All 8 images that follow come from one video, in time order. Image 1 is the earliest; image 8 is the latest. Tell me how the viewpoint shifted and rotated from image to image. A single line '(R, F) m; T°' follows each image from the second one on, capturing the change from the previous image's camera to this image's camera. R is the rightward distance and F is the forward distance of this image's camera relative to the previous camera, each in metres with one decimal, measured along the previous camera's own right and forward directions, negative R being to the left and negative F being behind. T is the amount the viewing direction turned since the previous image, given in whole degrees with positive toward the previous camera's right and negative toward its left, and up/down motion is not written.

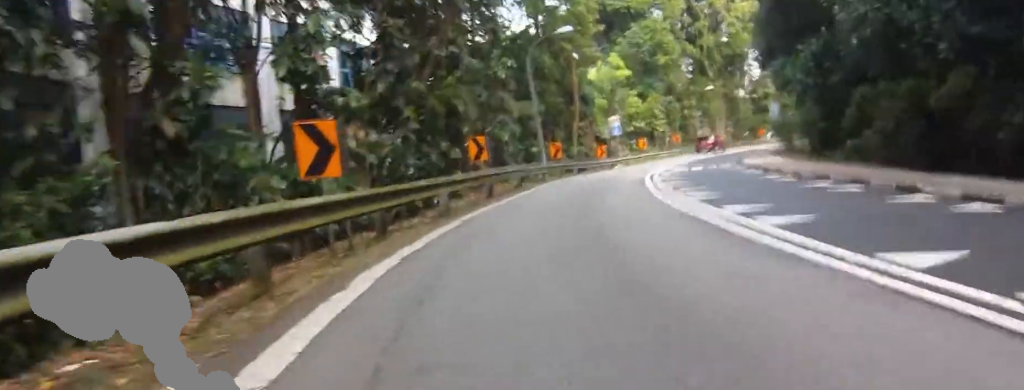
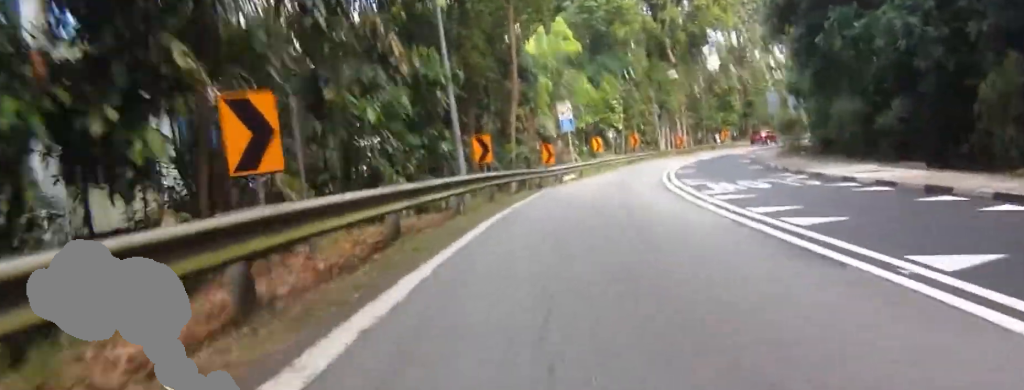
(-0.3, +14.7) m; +9°
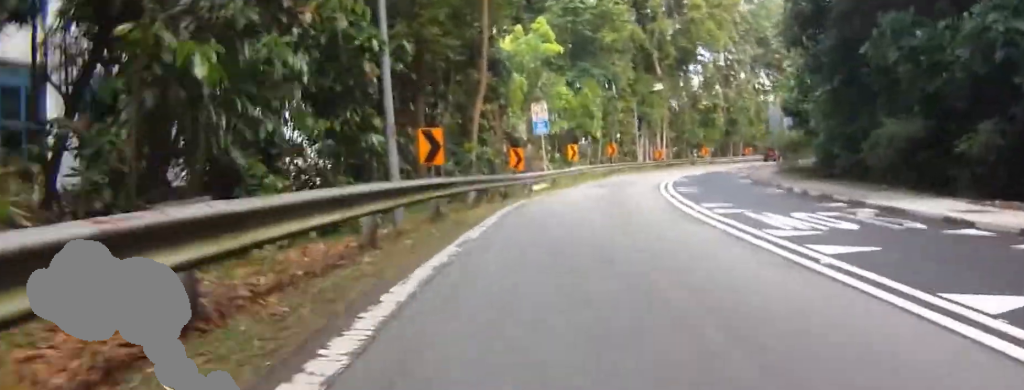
(+0.3, +5.6) m; +6°
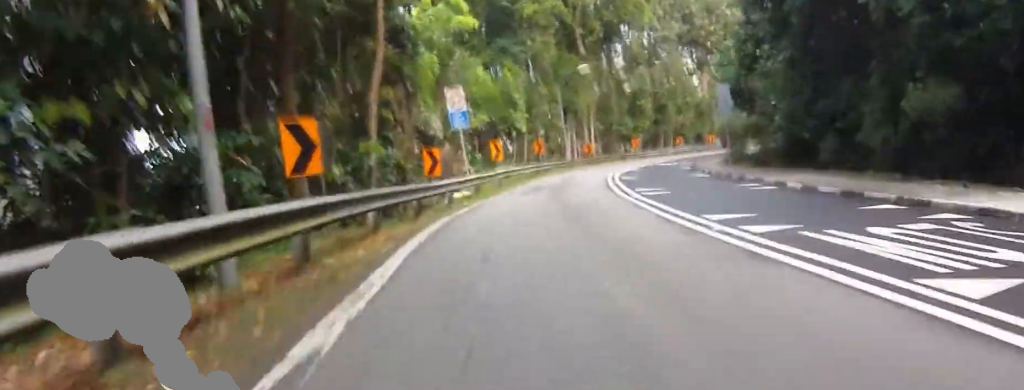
(-0.2, +4.9) m; +5°
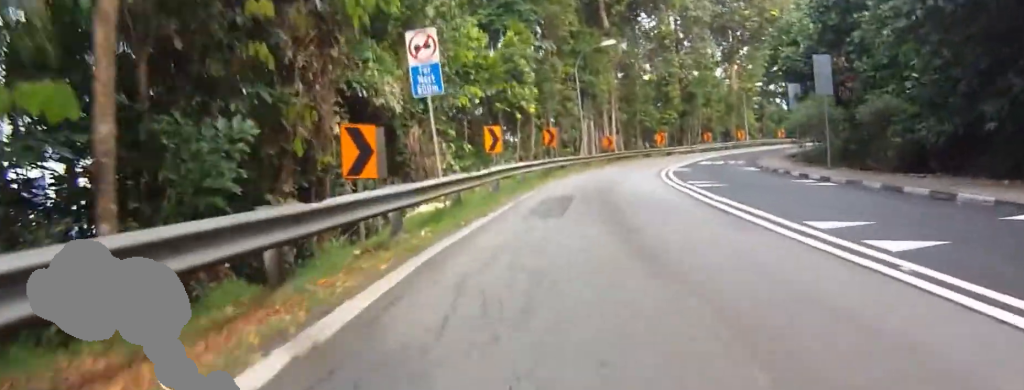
(+1.5, +10.2) m; +11°
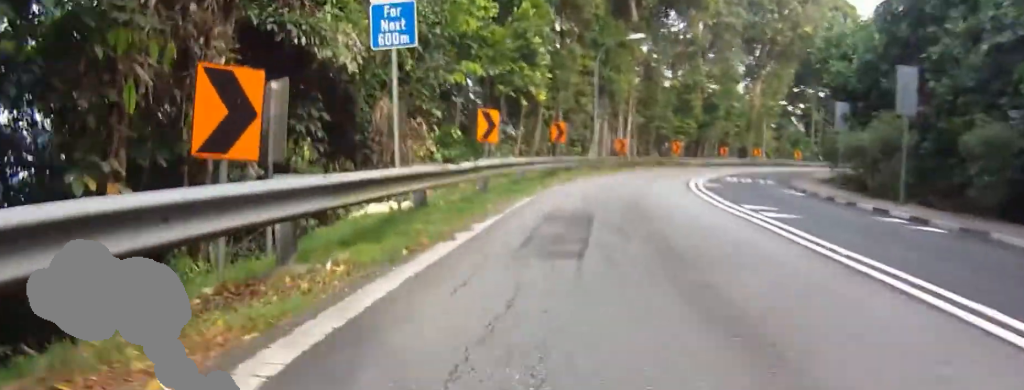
(0.0, +4.5) m; 0°
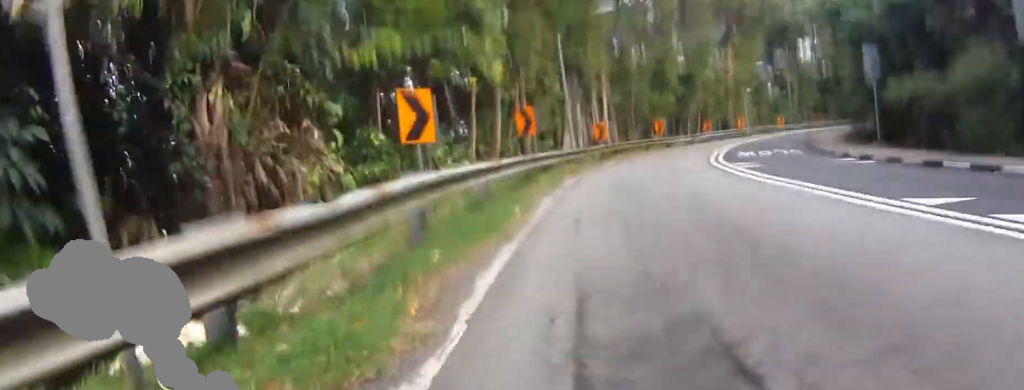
(0.0, +5.9) m; +4°
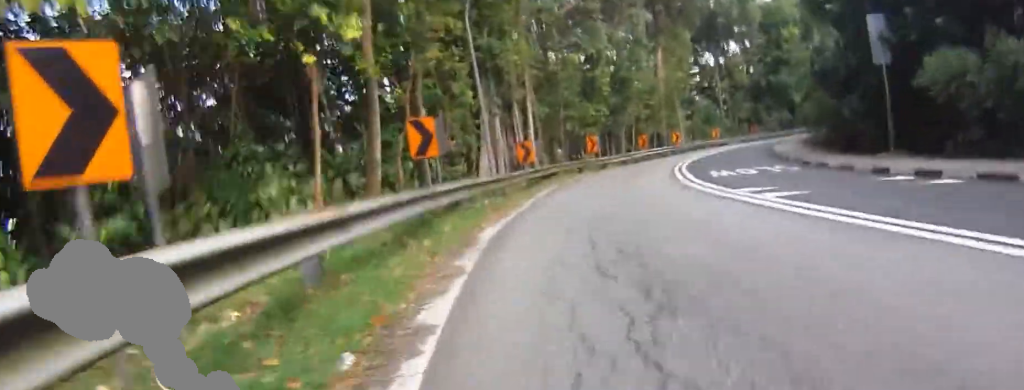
(-0.2, +5.6) m; +9°
